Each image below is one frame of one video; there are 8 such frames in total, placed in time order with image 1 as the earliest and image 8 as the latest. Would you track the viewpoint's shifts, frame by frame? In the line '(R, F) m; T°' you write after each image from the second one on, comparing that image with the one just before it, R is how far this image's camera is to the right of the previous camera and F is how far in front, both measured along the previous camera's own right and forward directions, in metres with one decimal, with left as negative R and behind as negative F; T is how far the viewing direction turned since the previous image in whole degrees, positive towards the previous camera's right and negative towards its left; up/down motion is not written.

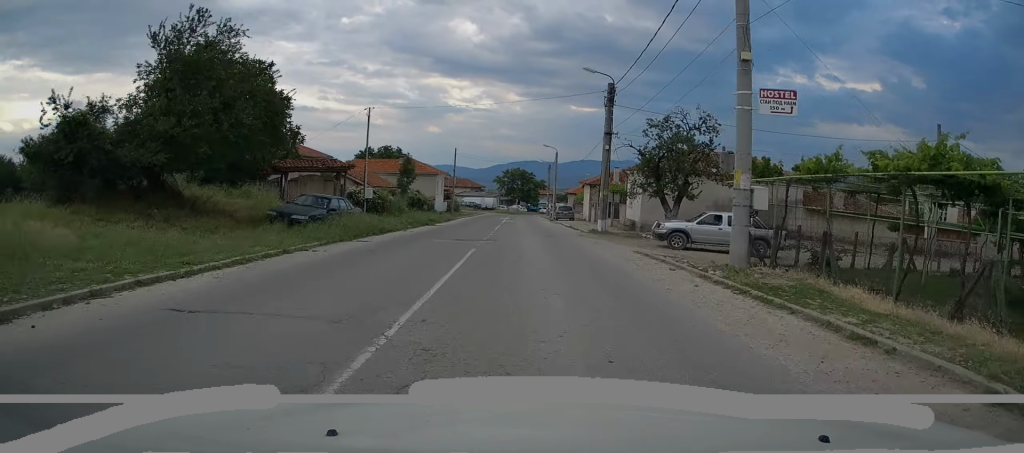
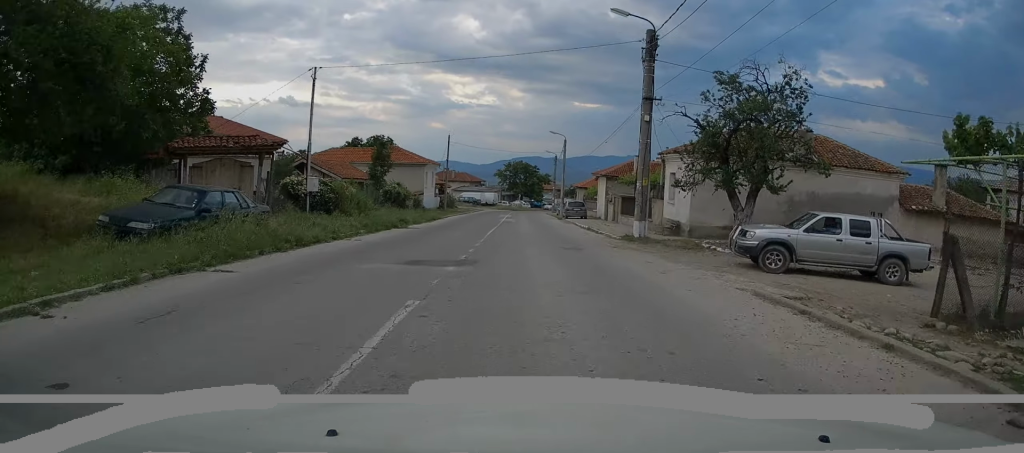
(-0.1, +9.1) m; -1°
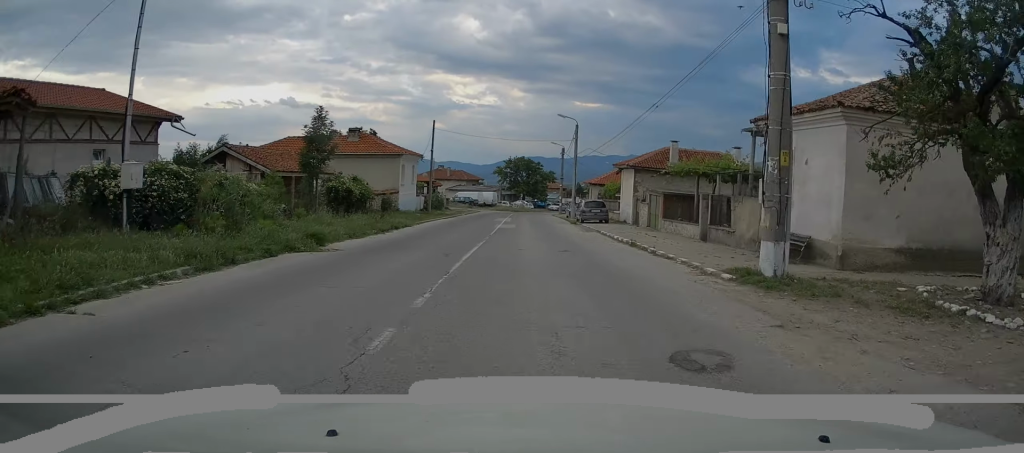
(0.0, +11.4) m; -1°
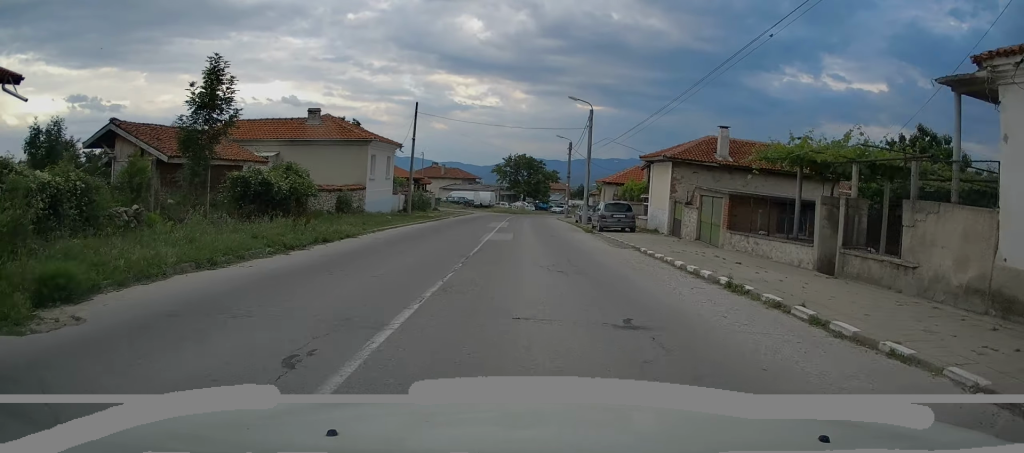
(-0.1, +9.1) m; 0°
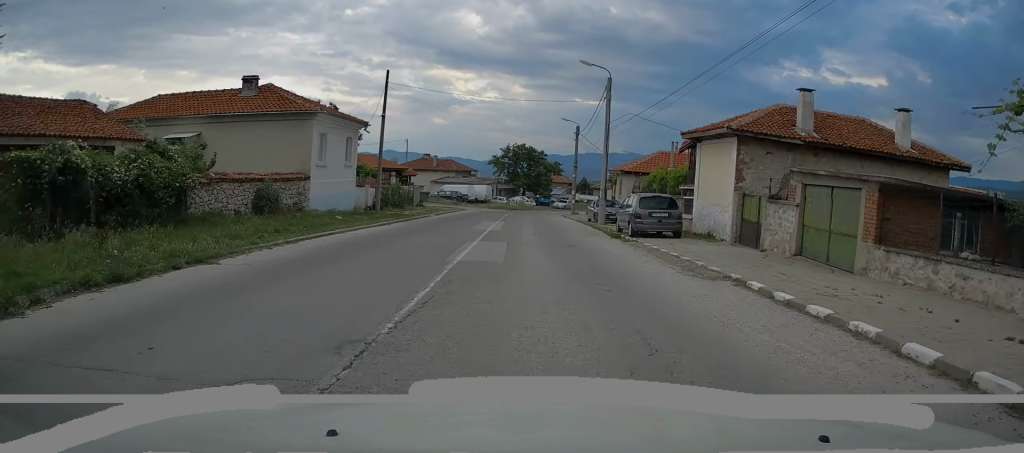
(+0.1, +8.8) m; 0°
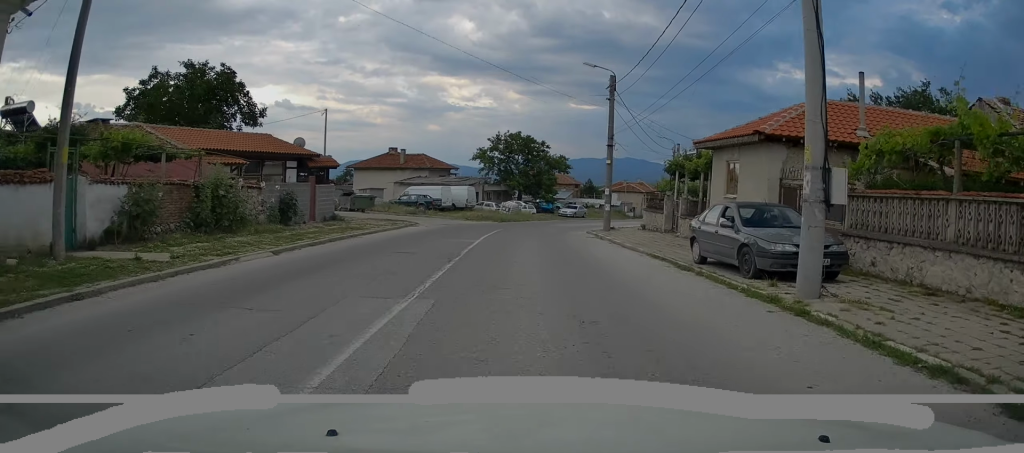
(+0.1, +23.3) m; 0°
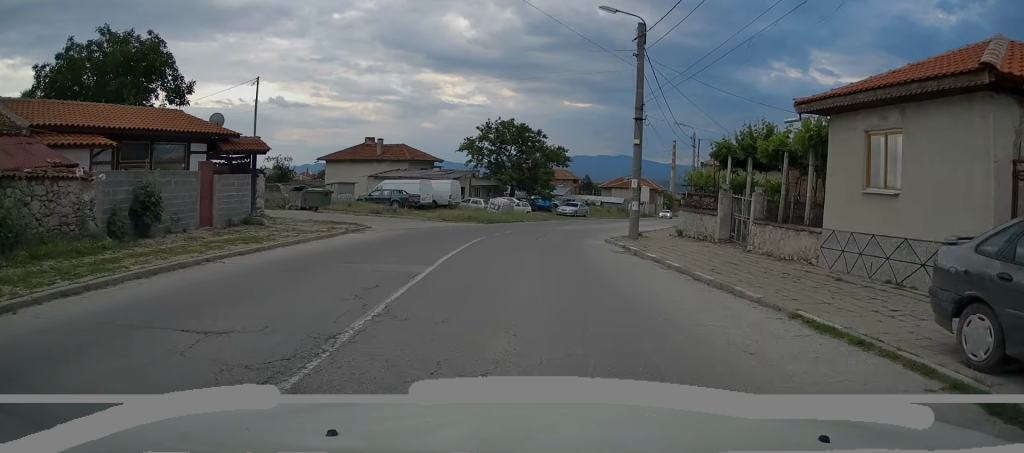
(0.0, +8.9) m; +1°
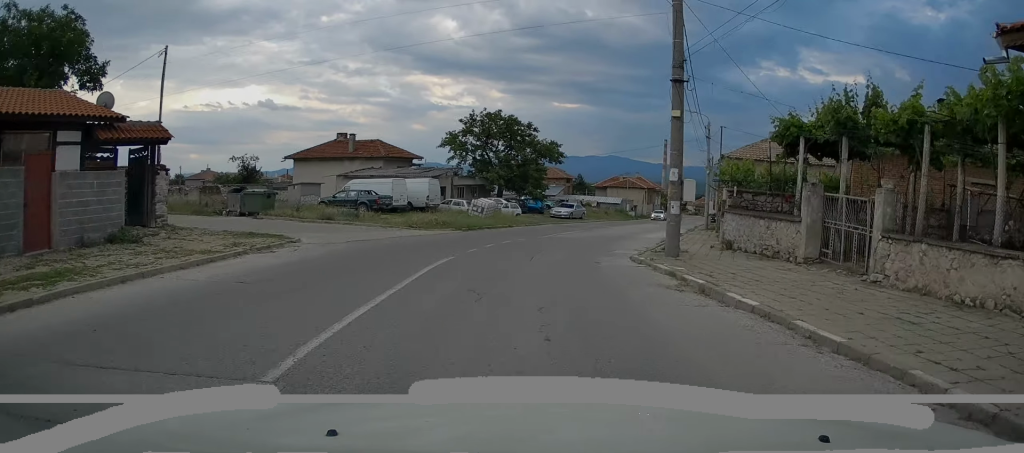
(-0.1, +6.8) m; +1°
